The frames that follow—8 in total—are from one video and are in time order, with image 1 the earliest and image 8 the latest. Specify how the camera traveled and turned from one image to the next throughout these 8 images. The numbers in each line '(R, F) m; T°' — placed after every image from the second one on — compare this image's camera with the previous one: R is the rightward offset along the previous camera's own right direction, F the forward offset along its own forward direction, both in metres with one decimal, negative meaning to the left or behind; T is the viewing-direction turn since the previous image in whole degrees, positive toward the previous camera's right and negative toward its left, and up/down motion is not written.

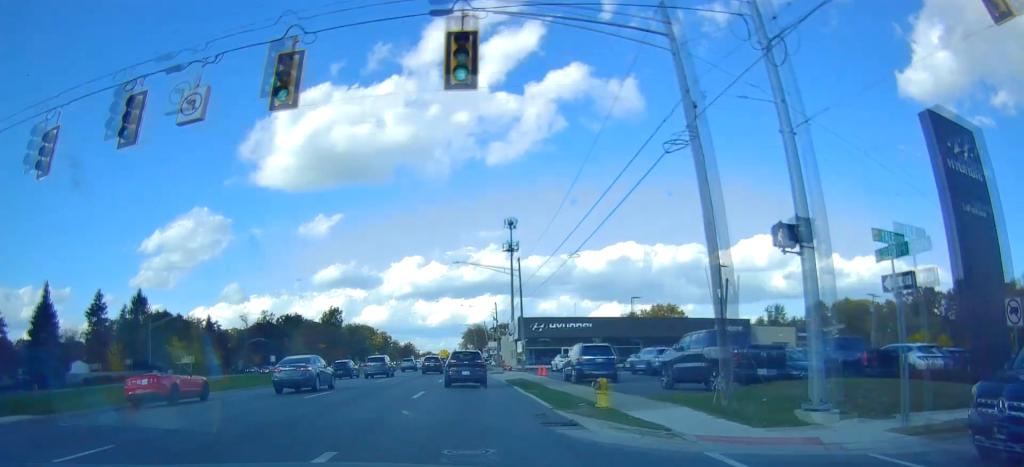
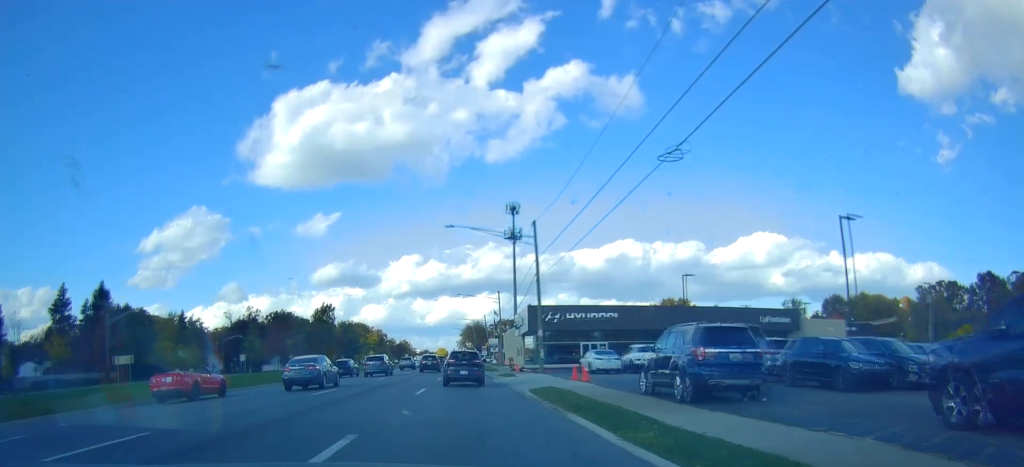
(0.0, +13.8) m; 0°
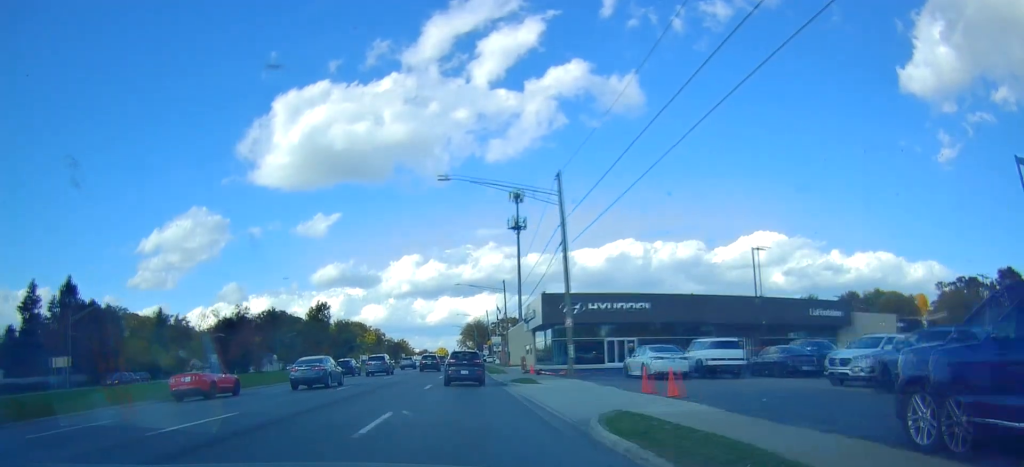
(0.0, +10.8) m; -1°
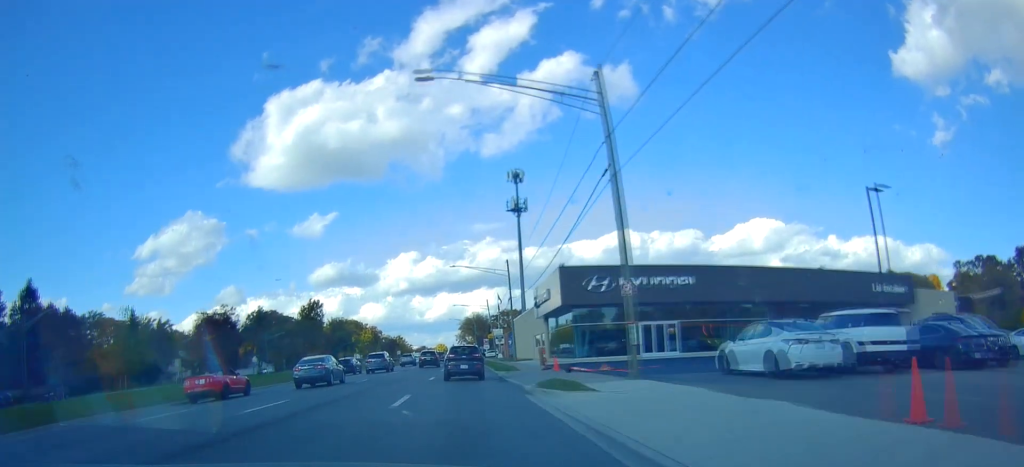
(+0.1, +10.2) m; -1°
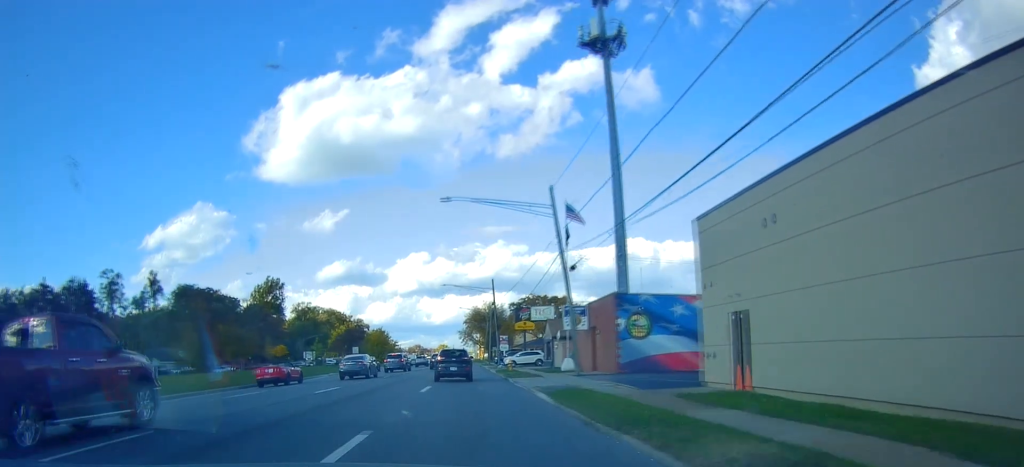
(-0.5, +70.6) m; +2°
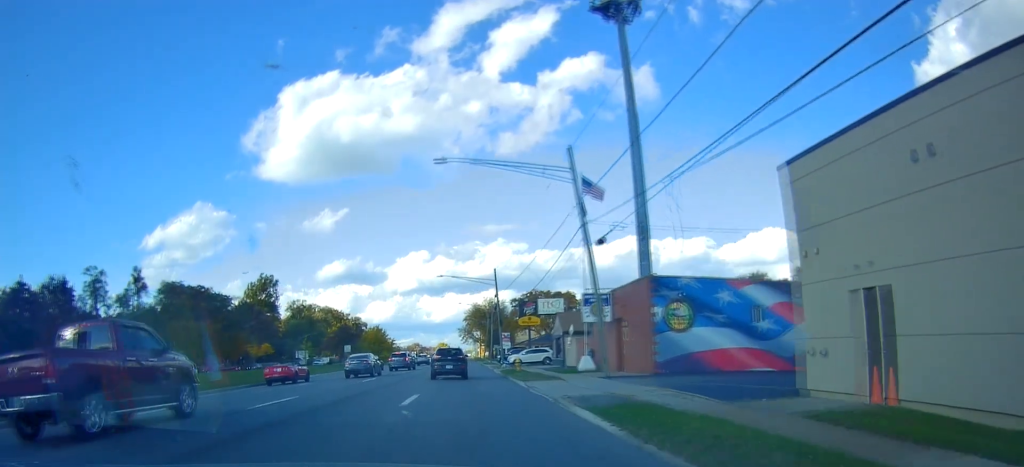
(0.0, +6.7) m; 0°
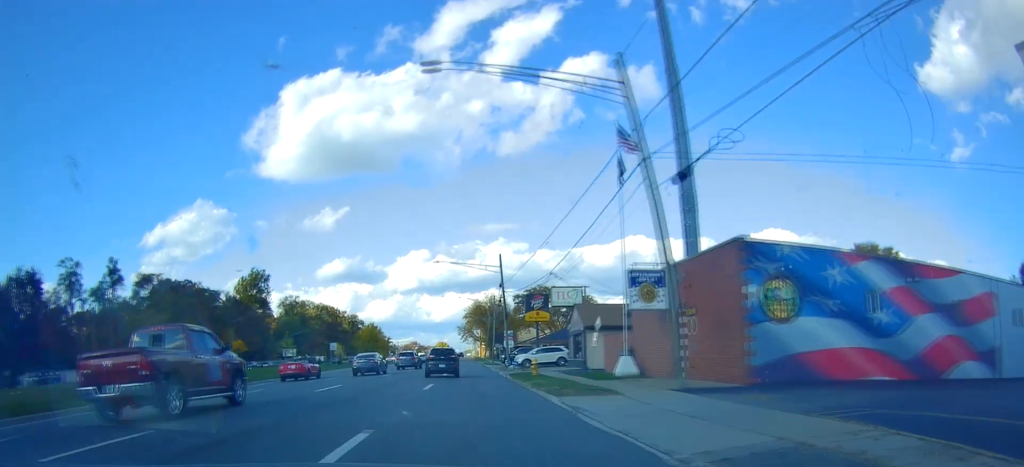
(+0.1, +9.7) m; -1°
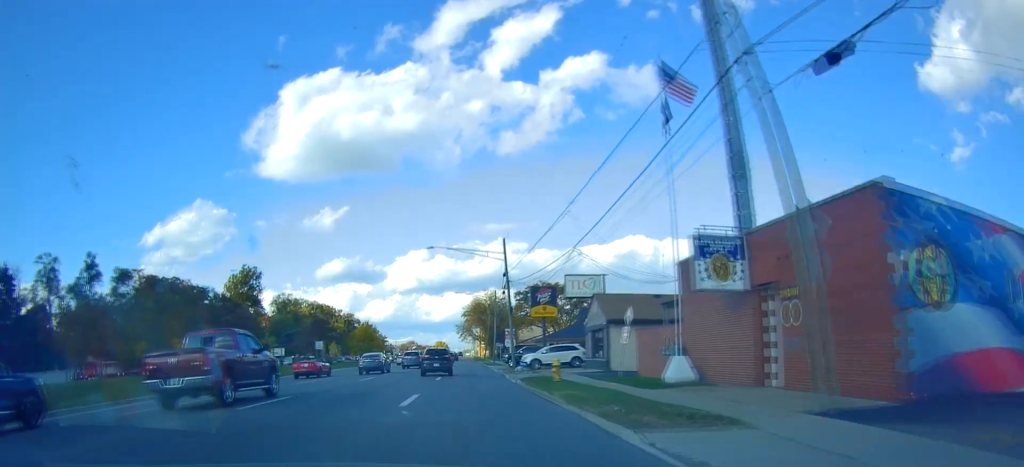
(-0.1, +7.3) m; 0°
